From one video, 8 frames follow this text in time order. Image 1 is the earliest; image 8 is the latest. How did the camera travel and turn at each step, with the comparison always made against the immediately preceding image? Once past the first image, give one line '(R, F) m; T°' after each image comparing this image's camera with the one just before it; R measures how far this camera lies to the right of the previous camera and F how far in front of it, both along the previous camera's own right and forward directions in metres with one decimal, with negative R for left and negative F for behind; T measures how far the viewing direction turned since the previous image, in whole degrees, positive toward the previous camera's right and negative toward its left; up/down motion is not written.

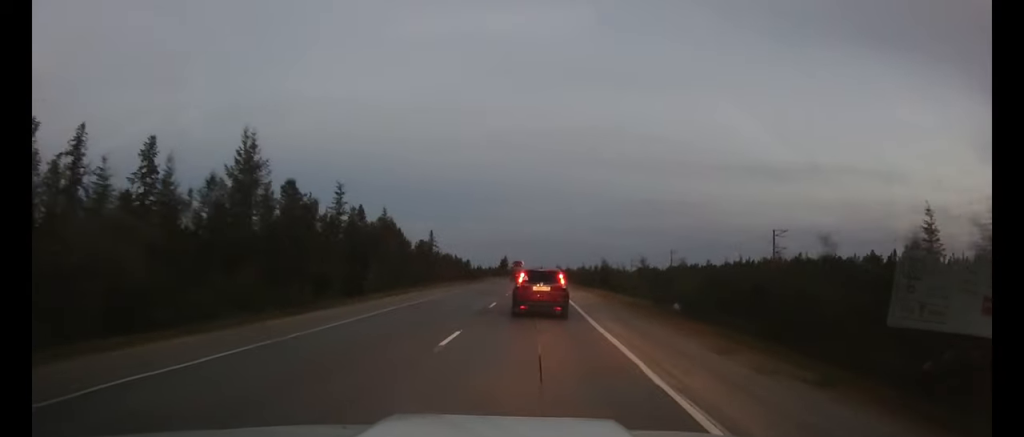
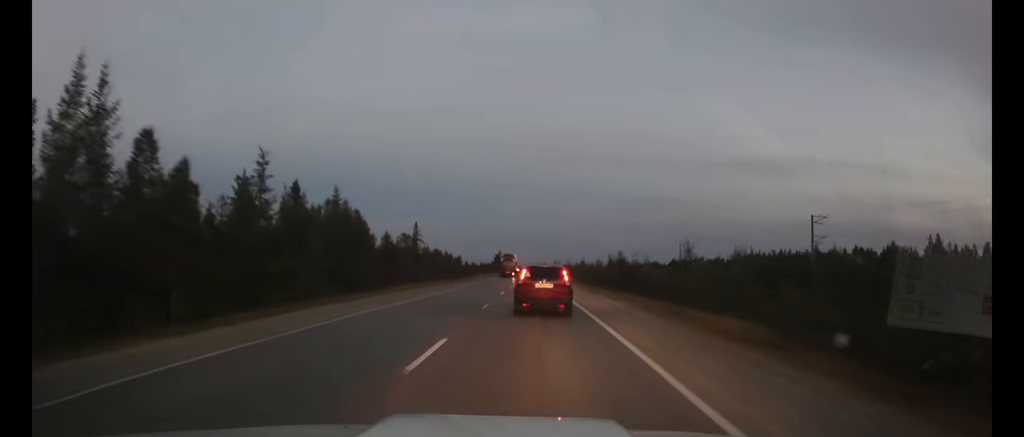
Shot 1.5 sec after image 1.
(0.0, +15.2) m; 0°
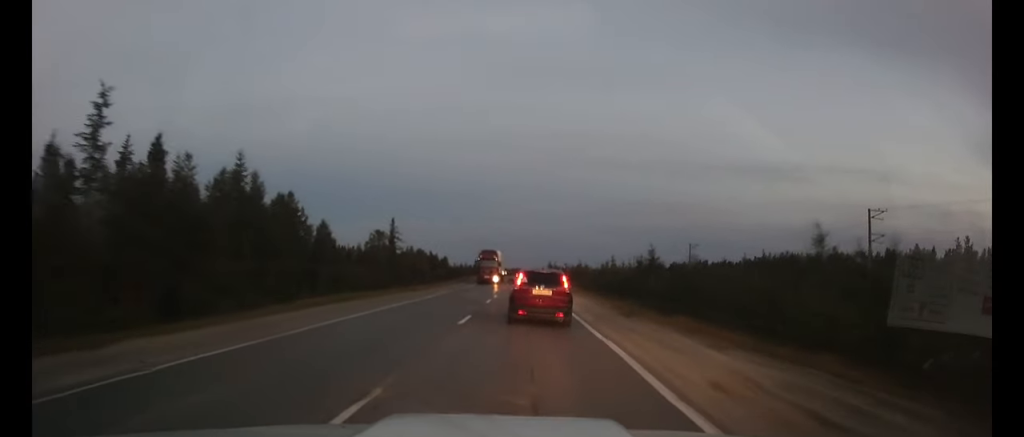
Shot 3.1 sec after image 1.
(+0.1, +16.0) m; +1°
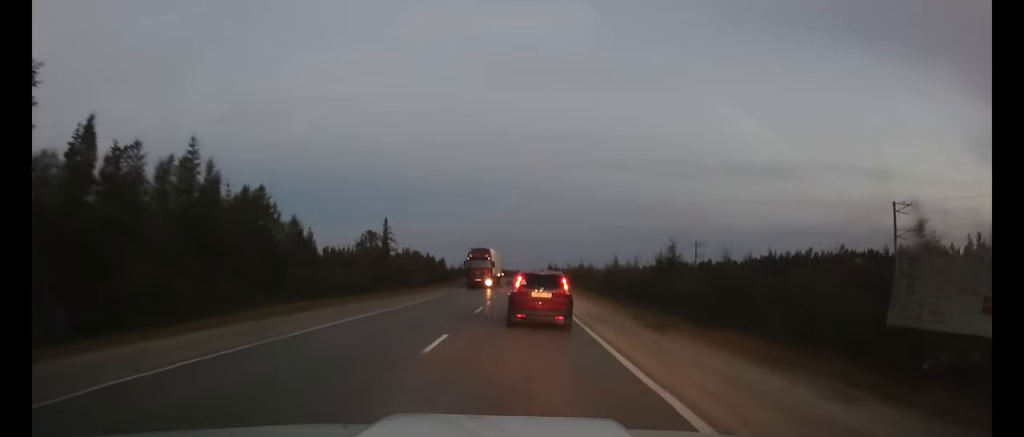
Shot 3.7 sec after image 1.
(0.0, +5.2) m; 0°
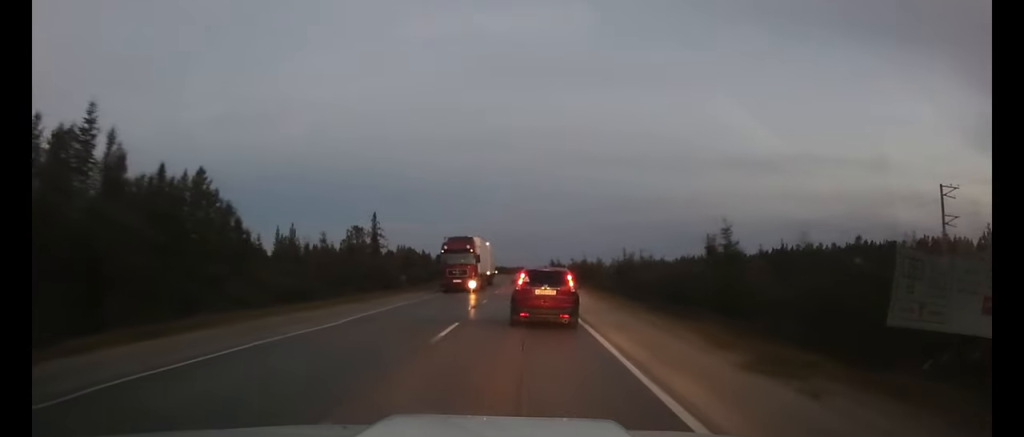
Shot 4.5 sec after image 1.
(0.0, +8.4) m; 0°
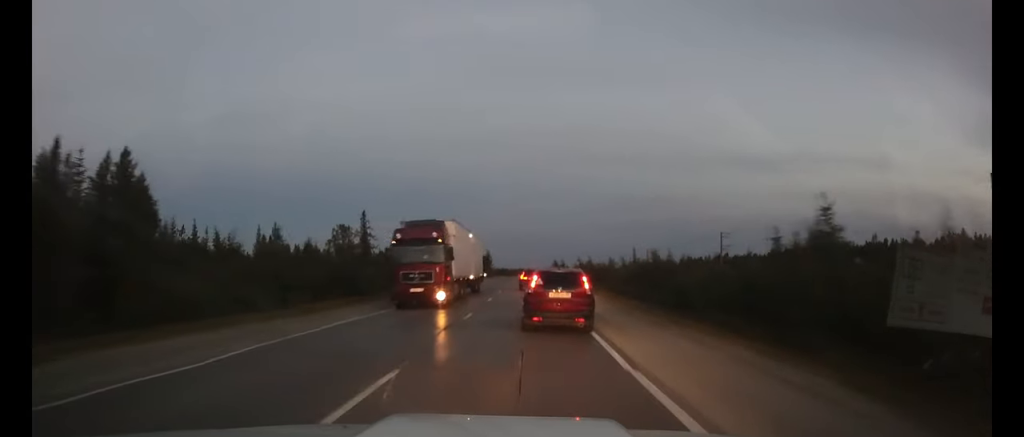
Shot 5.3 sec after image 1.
(0.0, +7.9) m; 0°
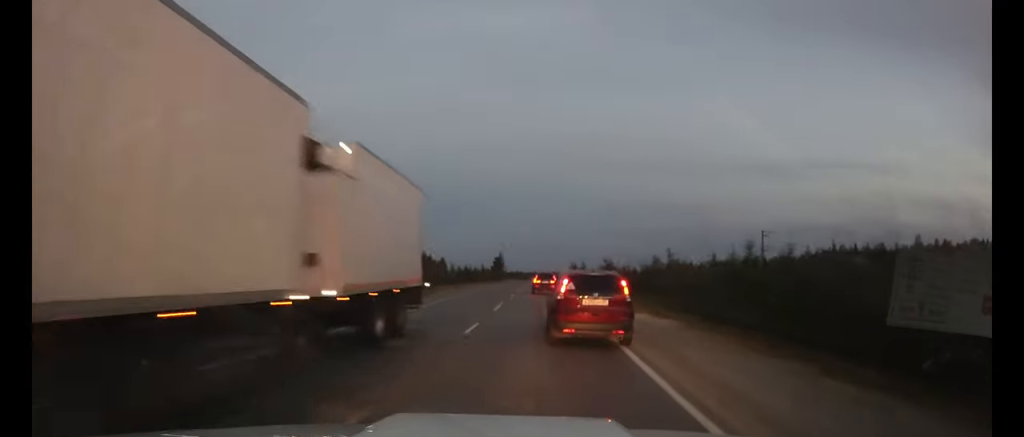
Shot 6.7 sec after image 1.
(0.0, +14.4) m; -1°
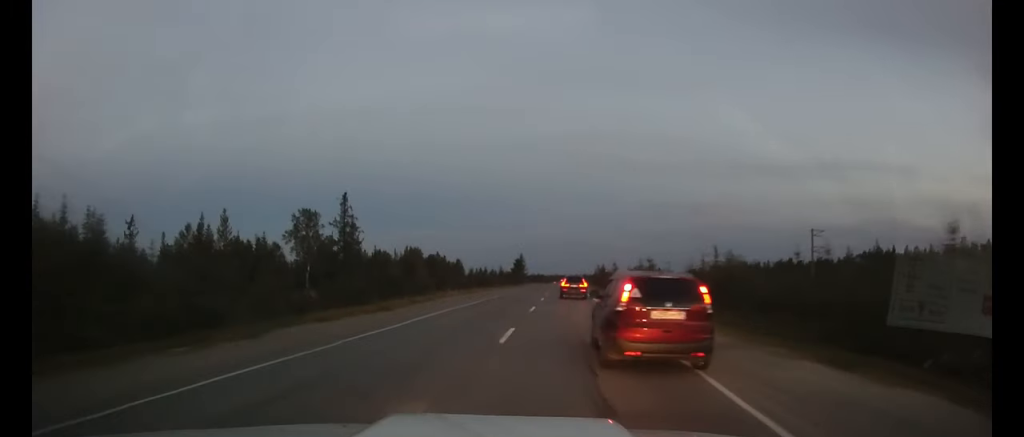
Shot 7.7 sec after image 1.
(-0.1, +11.0) m; -2°
